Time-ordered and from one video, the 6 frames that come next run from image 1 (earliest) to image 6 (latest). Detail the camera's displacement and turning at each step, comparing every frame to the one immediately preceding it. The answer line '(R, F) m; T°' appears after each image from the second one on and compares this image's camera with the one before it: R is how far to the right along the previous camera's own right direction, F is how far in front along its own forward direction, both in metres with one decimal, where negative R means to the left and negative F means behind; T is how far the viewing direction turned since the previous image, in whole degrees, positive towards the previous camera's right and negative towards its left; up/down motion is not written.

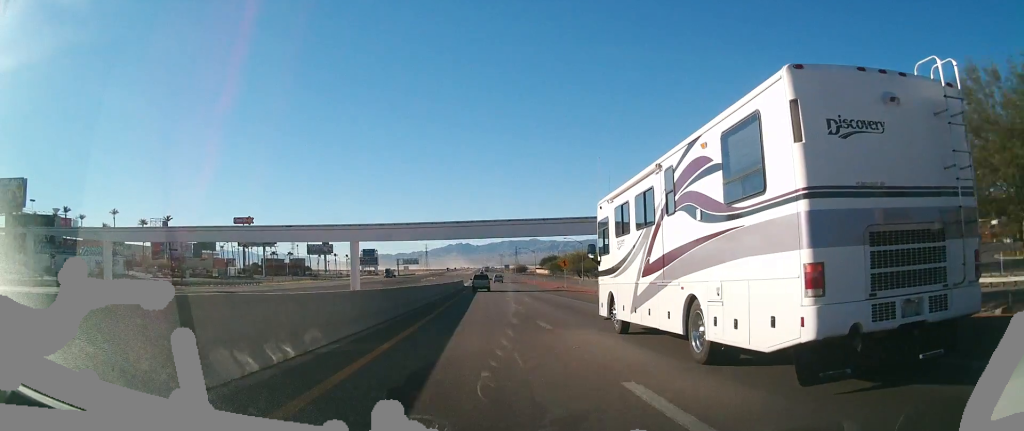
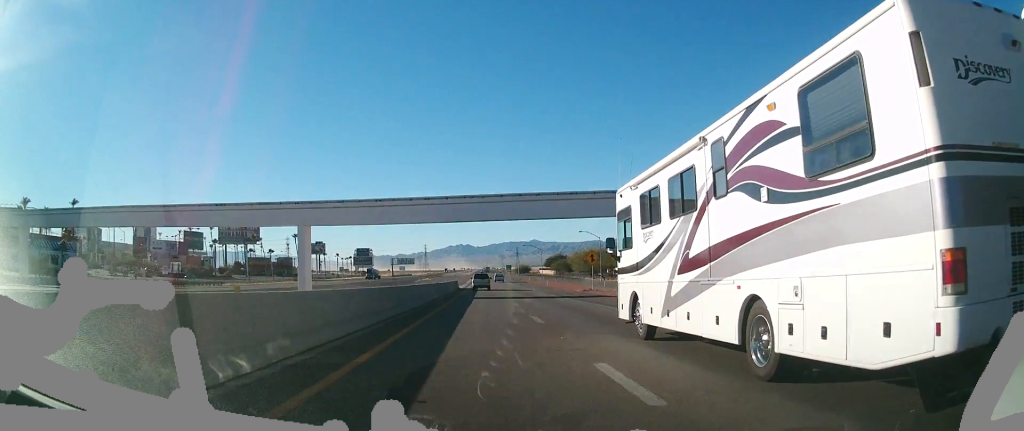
(-0.1, +22.8) m; 0°
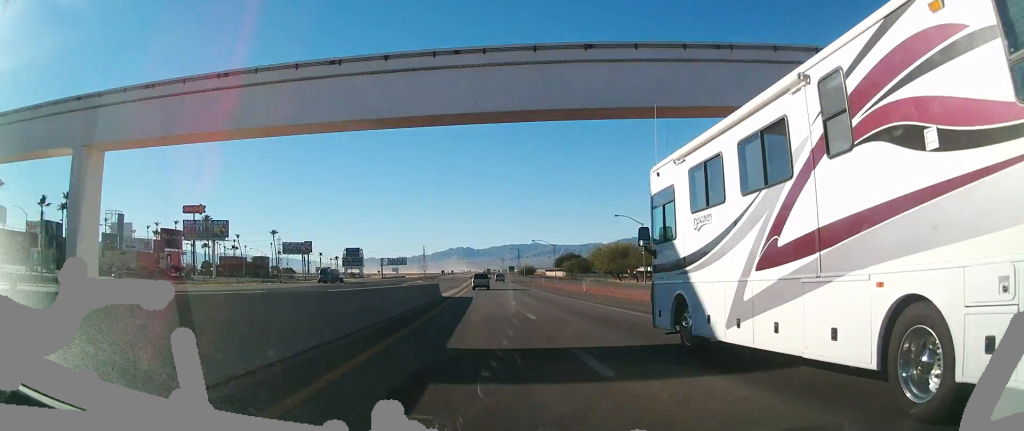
(0.0, +34.2) m; 0°
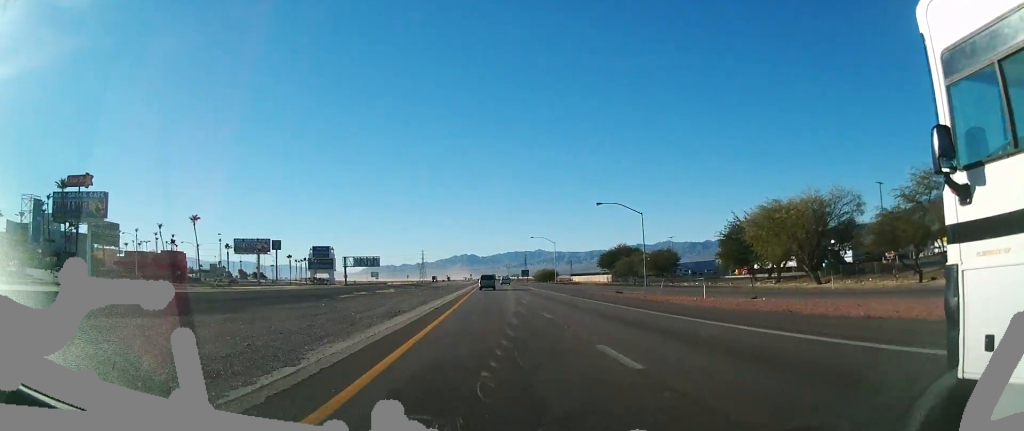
(0.0, +83.7) m; 0°
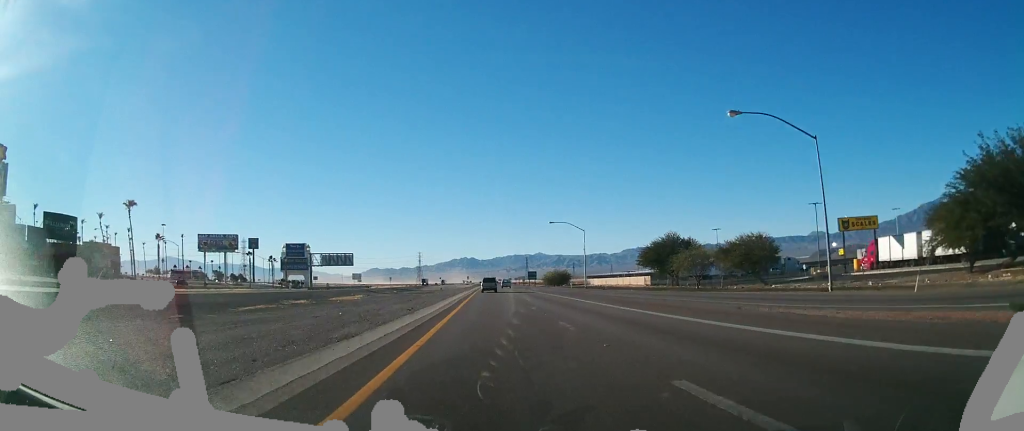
(+0.2, +41.0) m; 0°
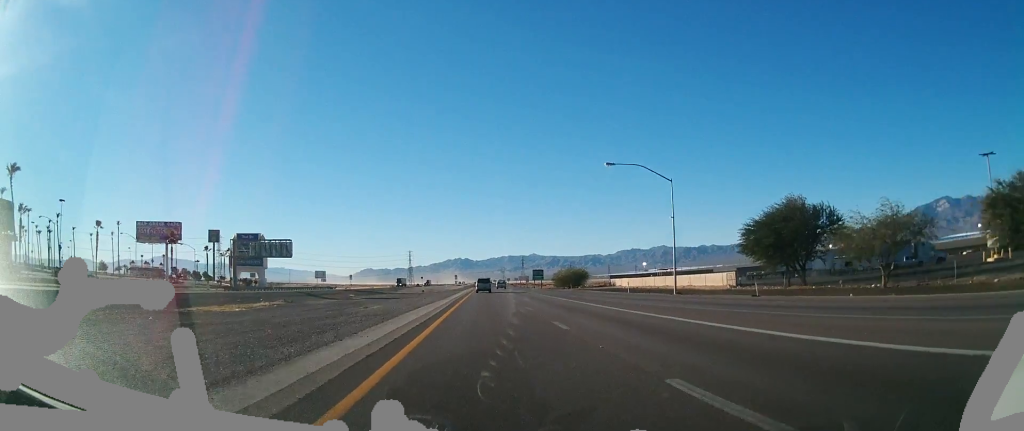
(-0.2, +49.1) m; 0°
